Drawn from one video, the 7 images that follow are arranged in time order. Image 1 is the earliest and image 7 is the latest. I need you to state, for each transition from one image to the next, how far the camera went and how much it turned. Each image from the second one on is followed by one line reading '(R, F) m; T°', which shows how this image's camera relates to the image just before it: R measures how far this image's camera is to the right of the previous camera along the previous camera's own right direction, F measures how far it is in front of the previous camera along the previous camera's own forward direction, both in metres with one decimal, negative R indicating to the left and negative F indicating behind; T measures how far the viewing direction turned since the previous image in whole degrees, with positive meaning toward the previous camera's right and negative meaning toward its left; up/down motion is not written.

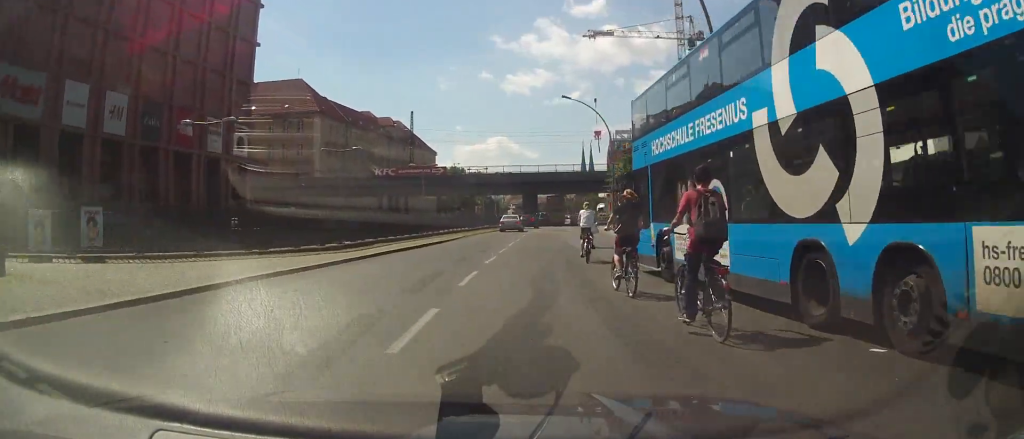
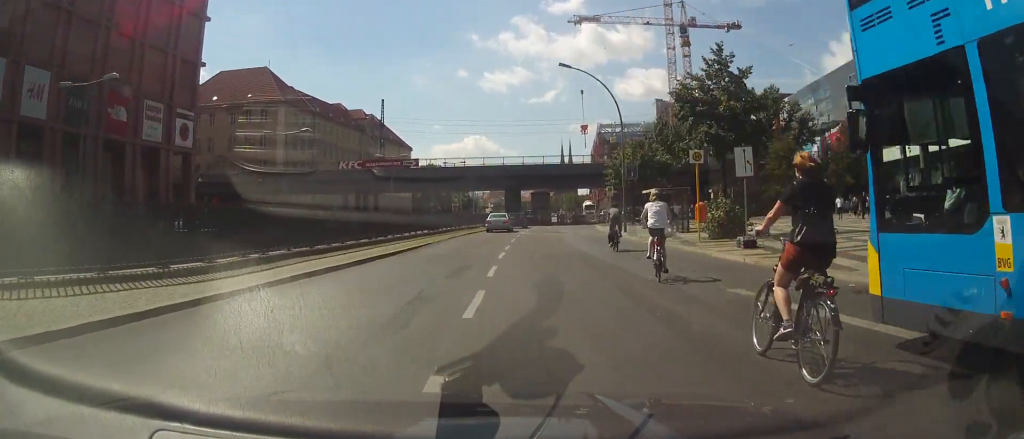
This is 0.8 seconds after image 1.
(0.0, +9.8) m; +1°
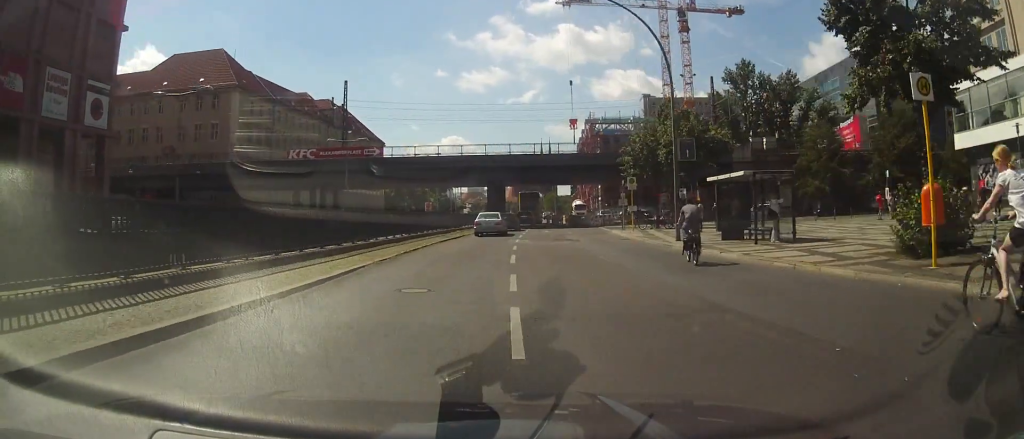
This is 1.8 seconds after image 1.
(+0.4, +13.4) m; +3°
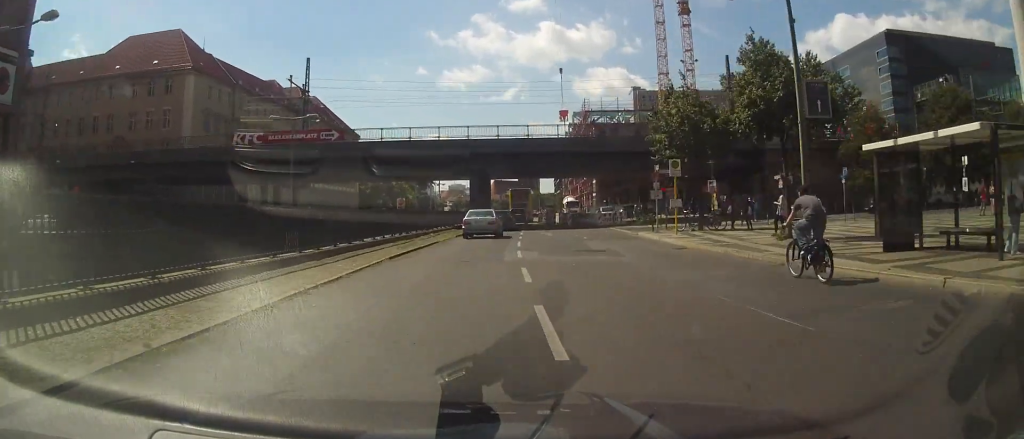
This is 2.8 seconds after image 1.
(+0.3, +11.4) m; +2°
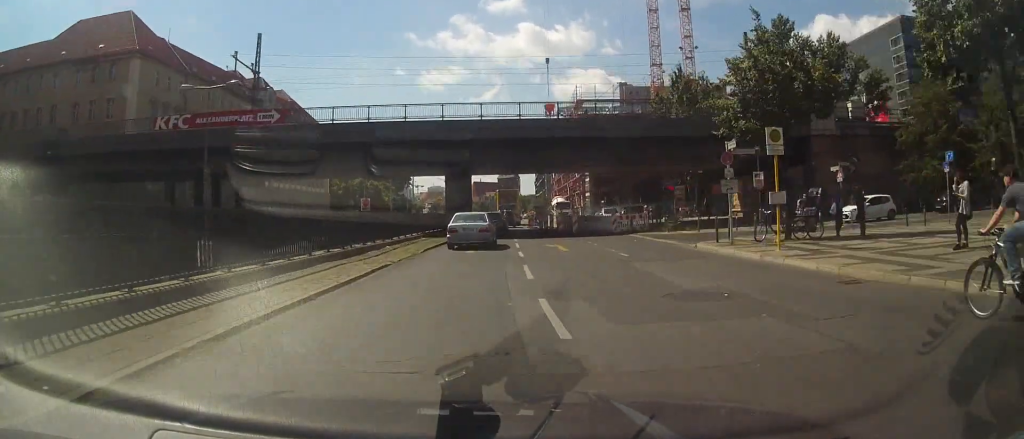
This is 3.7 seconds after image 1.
(+0.1, +11.0) m; +2°
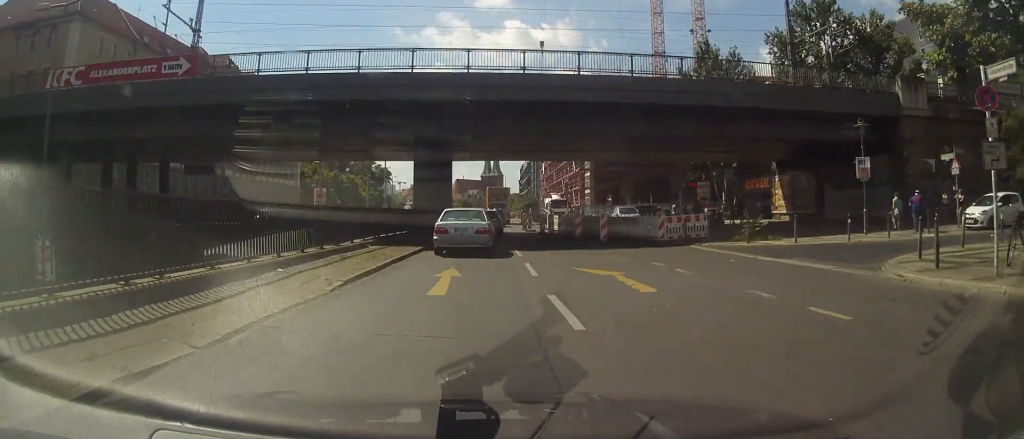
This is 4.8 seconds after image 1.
(+0.2, +12.0) m; +2°
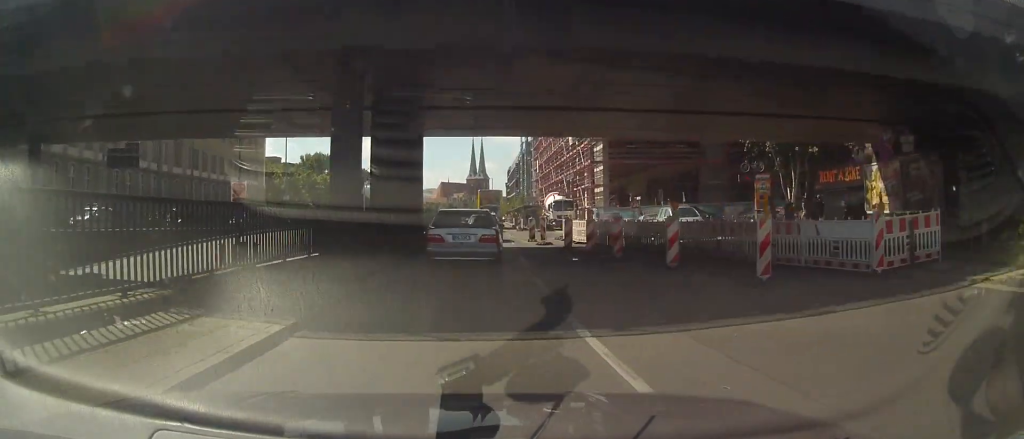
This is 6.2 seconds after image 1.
(+0.3, +15.1) m; +1°
